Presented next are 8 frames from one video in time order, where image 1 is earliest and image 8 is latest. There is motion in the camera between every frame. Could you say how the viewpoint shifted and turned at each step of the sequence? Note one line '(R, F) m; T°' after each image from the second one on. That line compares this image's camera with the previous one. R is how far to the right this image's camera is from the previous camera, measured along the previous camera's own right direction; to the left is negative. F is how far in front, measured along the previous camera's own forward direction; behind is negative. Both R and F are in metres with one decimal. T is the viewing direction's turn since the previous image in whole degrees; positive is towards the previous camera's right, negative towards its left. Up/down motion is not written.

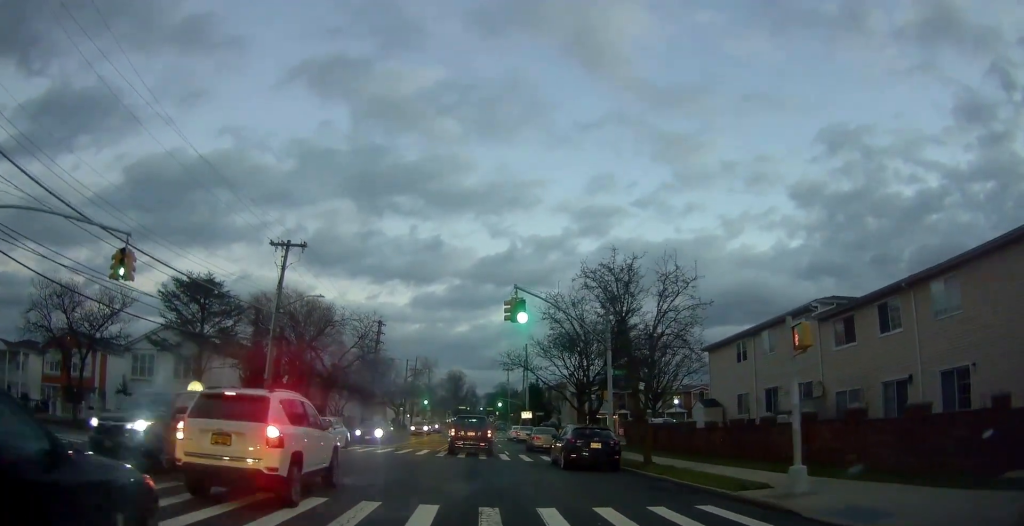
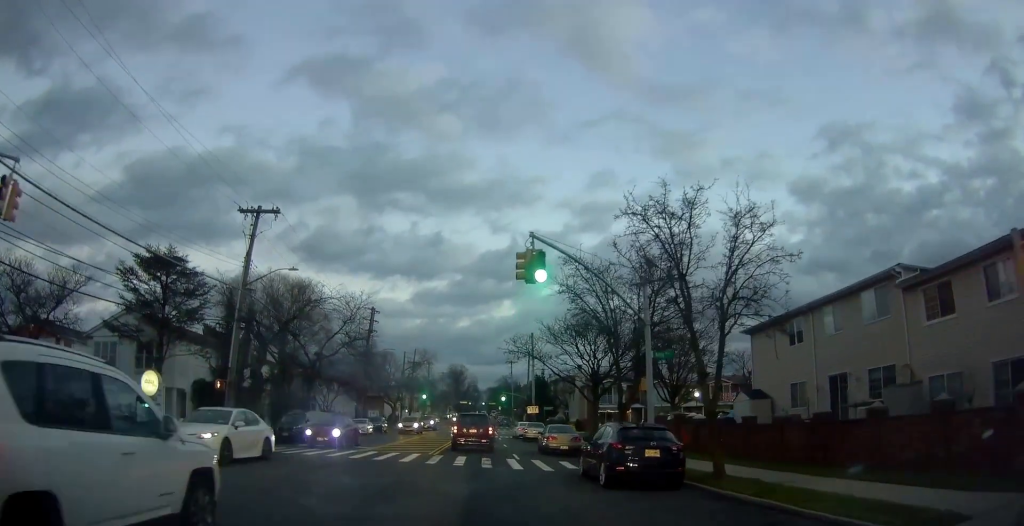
(+0.2, +5.5) m; +2°
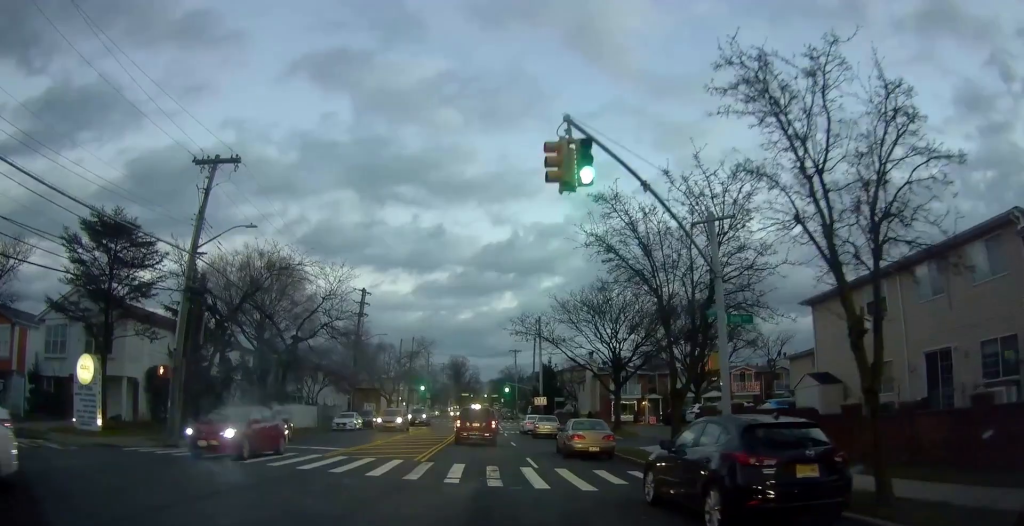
(+0.1, +6.2) m; -2°
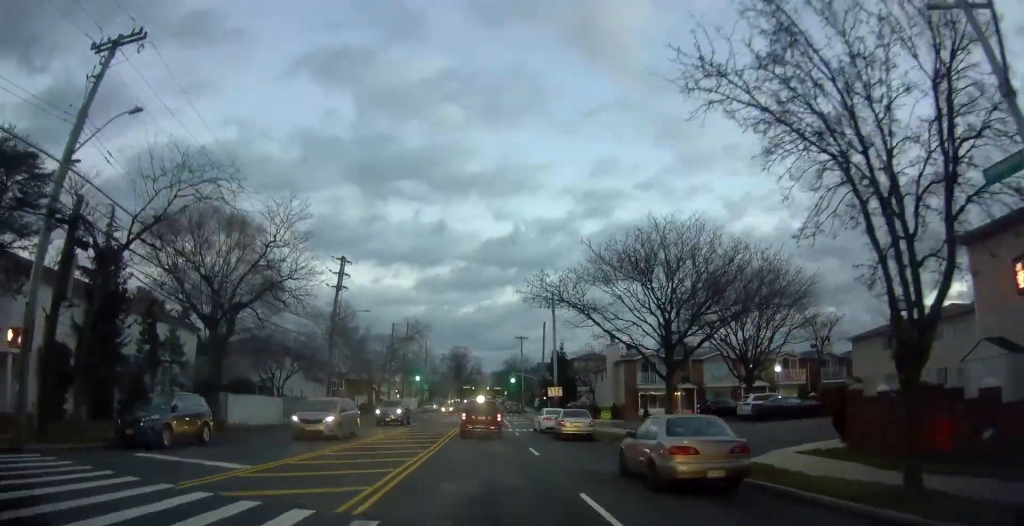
(-0.5, +10.0) m; -3°
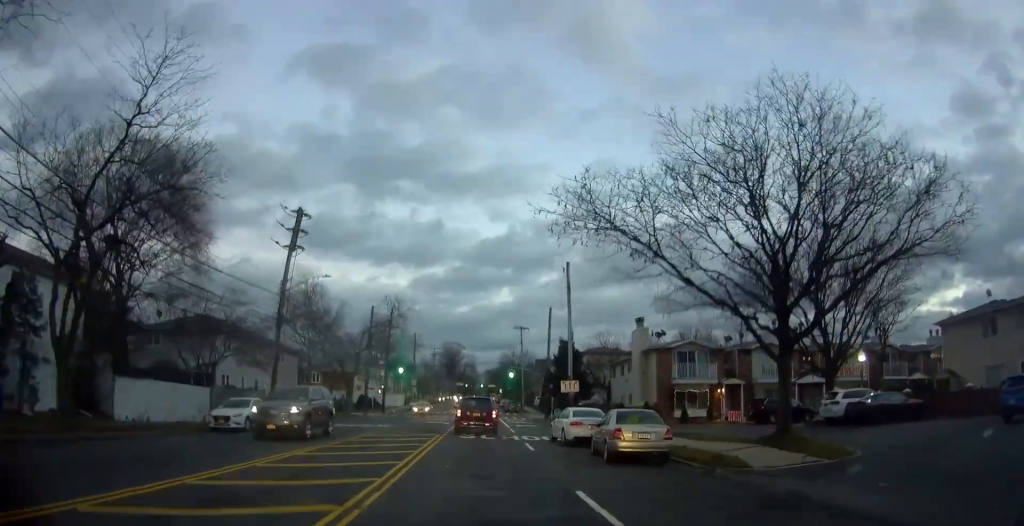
(+0.4, +11.2) m; +4°
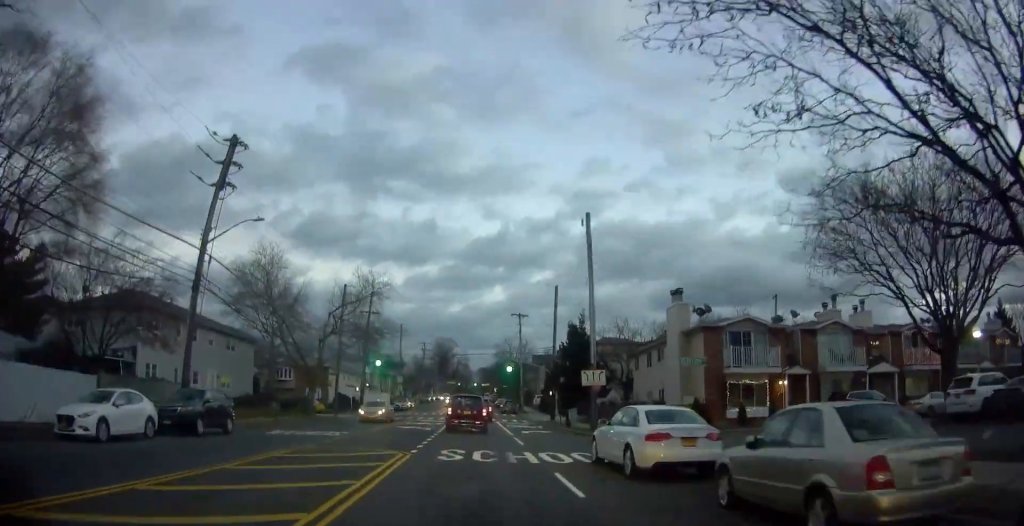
(+0.1, +10.5) m; 0°
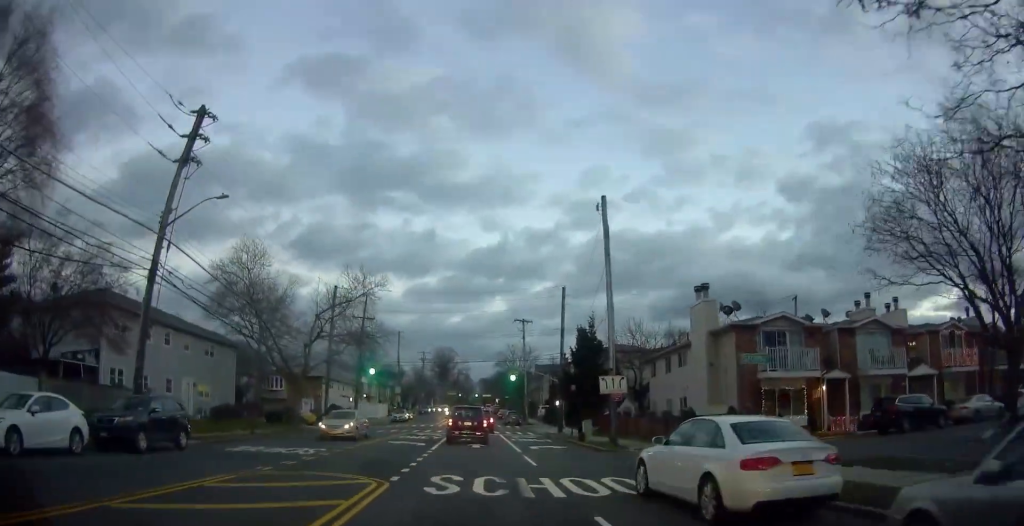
(-0.3, +3.8) m; 0°
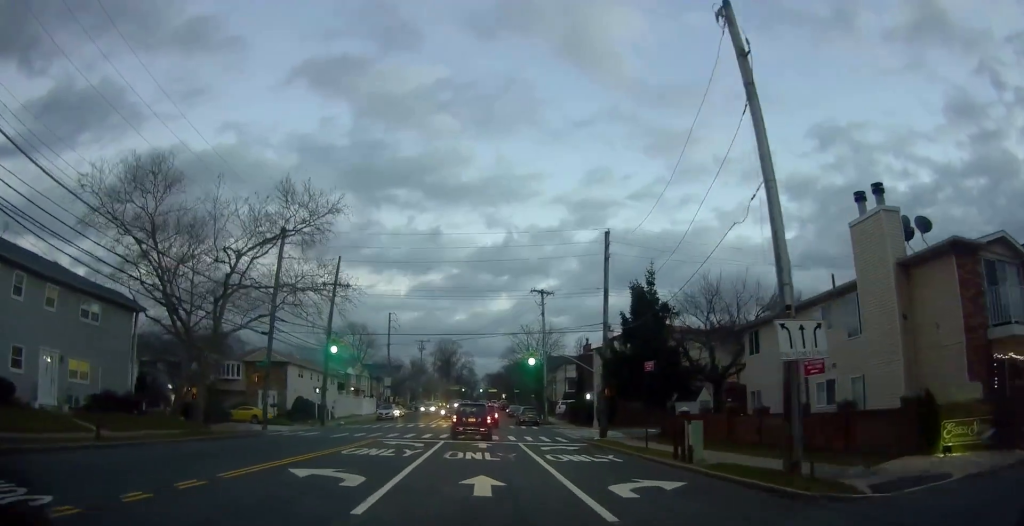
(+0.5, +14.8) m; 0°
